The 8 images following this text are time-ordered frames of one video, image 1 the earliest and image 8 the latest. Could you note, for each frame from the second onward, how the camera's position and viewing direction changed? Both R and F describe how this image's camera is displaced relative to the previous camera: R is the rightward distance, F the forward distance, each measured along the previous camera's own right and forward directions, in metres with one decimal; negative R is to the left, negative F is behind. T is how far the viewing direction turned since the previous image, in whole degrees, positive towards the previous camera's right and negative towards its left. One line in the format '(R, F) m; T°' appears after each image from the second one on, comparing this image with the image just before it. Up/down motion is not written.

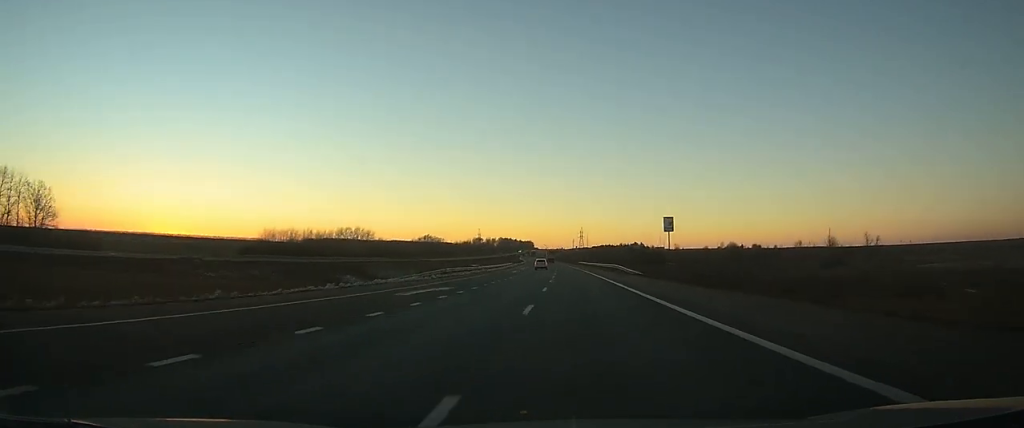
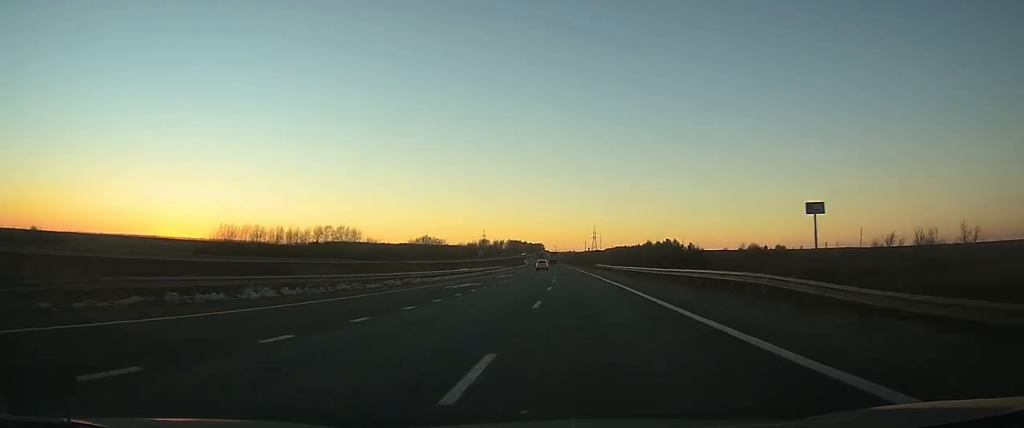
(-0.5, +43.2) m; -1°
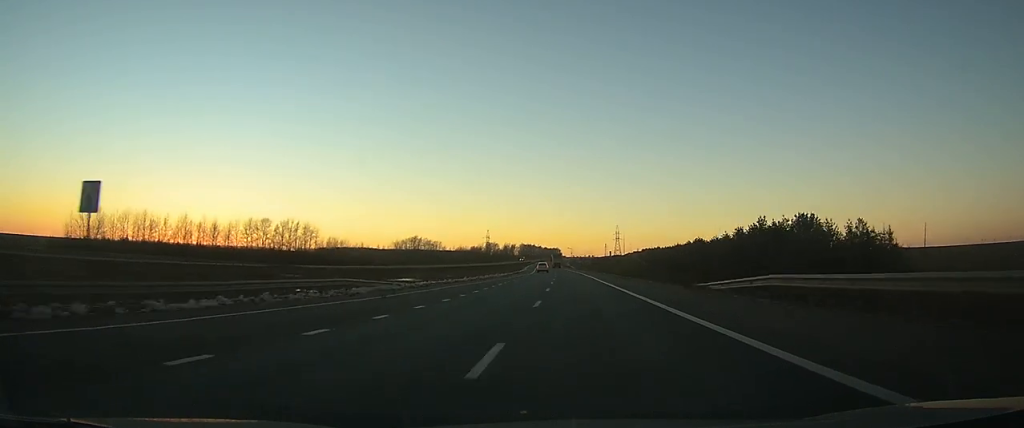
(-1.0, +84.2) m; -1°
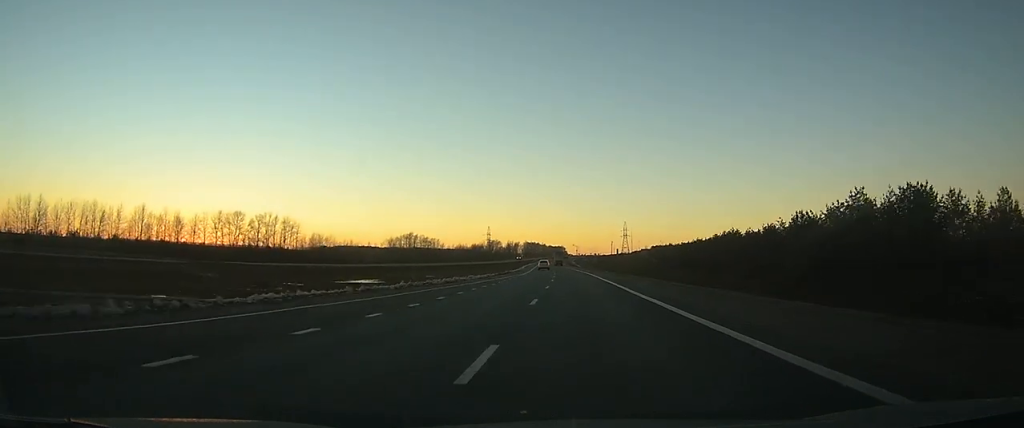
(-0.2, +25.2) m; -1°
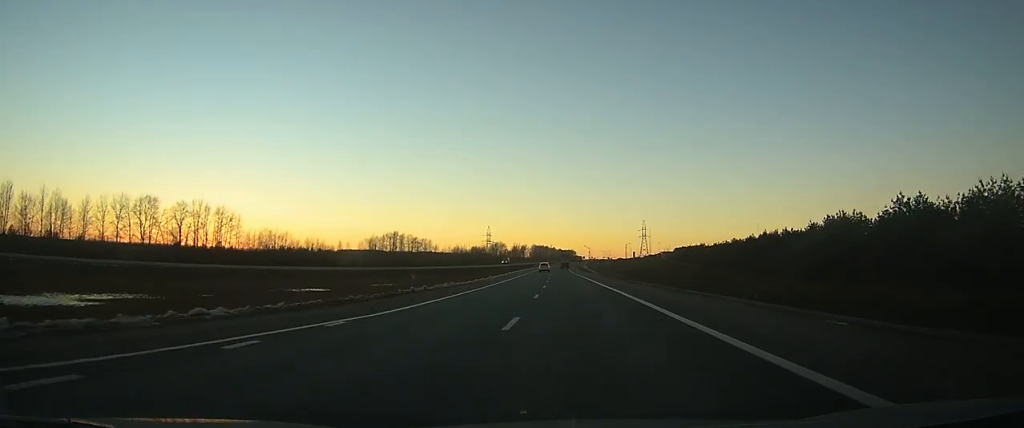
(-0.6, +55.0) m; -1°
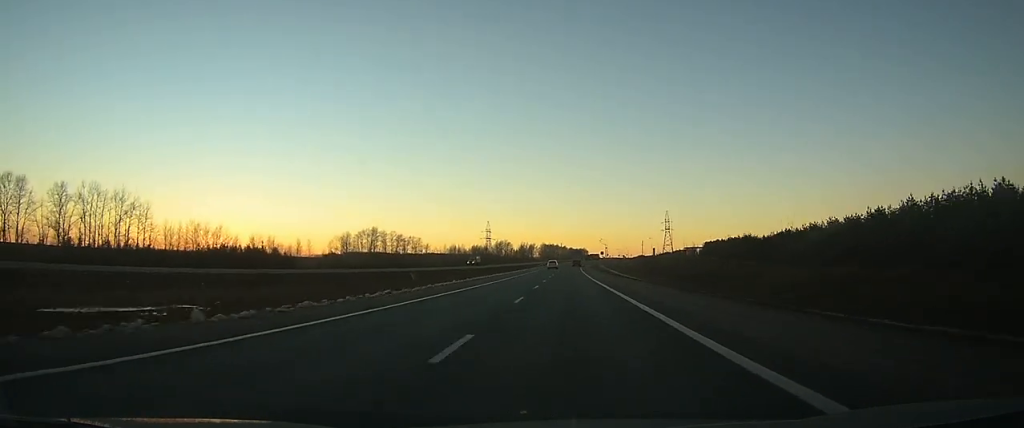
(-0.5, +50.9) m; -1°
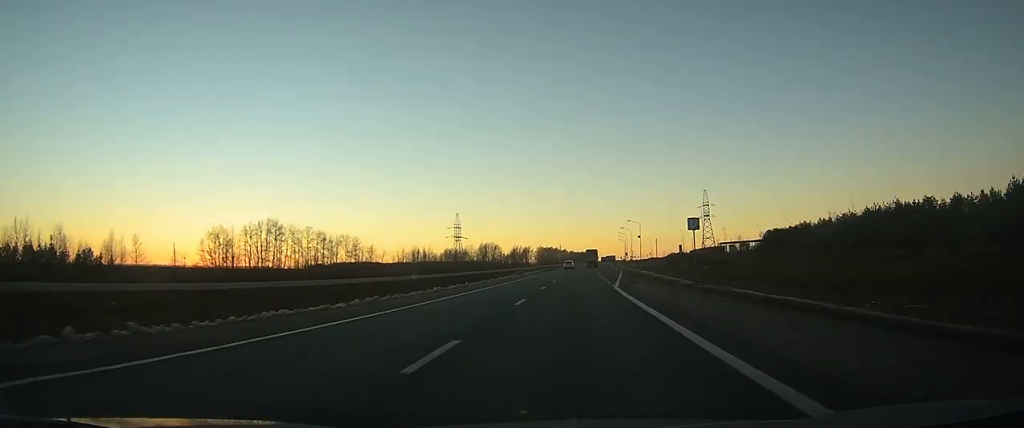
(-0.7, +92.2) m; 0°
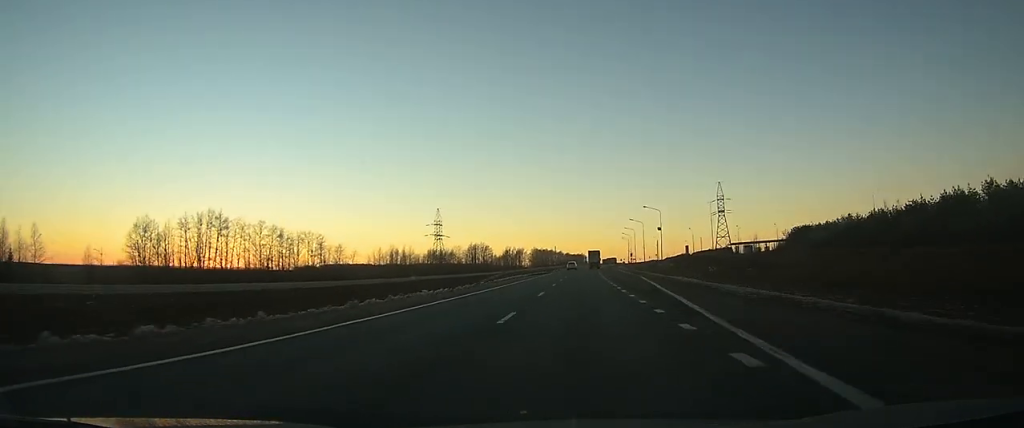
(0.0, +30.3) m; 0°
